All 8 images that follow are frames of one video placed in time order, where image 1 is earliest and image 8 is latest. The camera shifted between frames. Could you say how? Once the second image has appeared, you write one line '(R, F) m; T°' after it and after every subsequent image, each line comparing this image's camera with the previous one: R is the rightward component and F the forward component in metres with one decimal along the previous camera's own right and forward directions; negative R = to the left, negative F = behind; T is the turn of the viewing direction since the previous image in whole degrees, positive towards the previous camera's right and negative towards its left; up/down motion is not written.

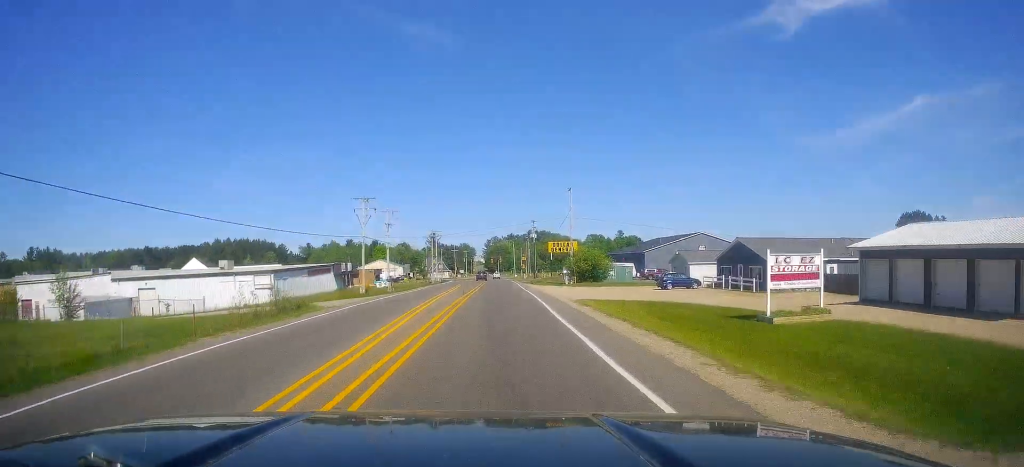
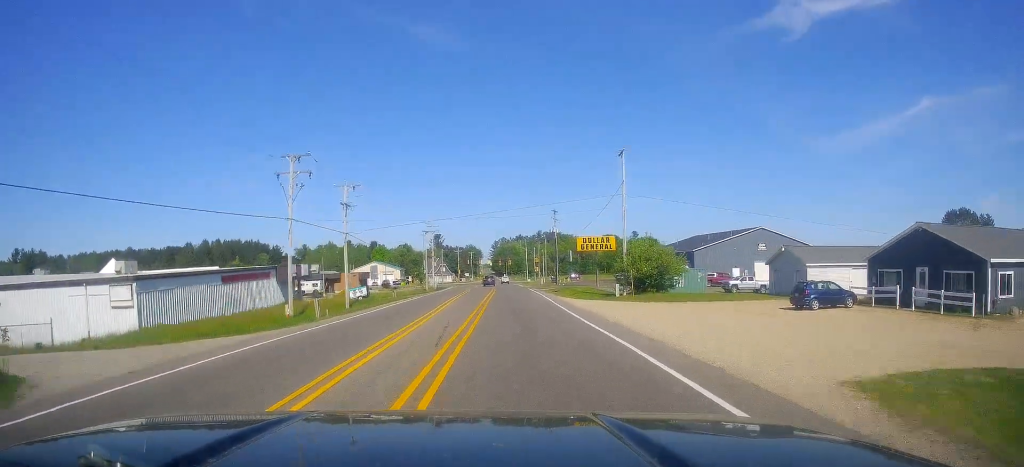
(0.0, +24.5) m; 0°
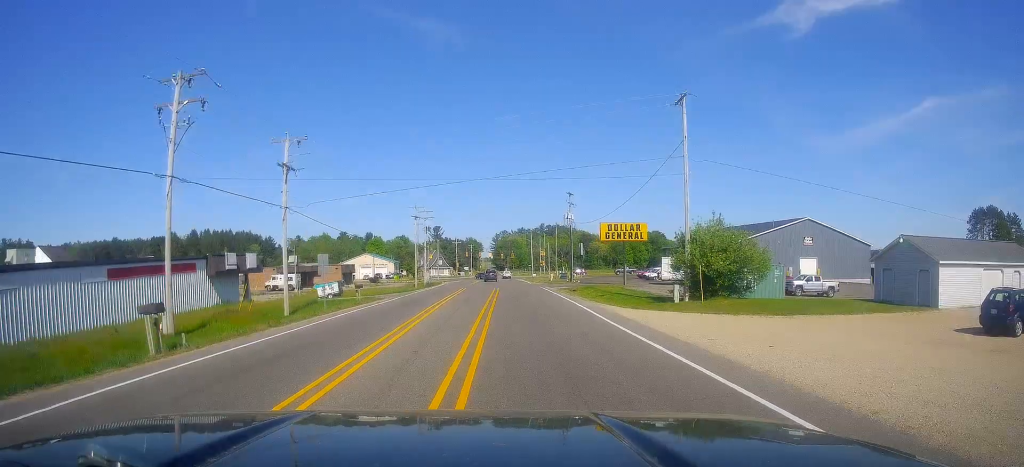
(0.0, +14.7) m; 0°
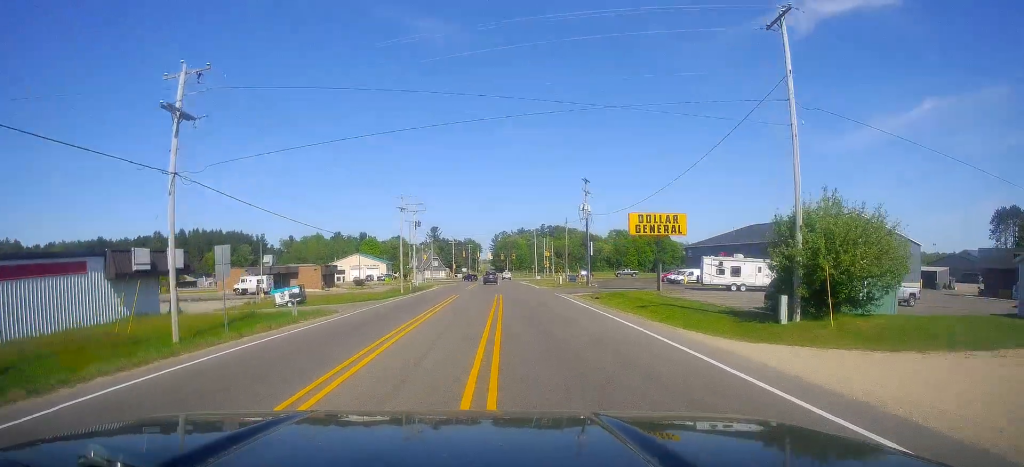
(-0.1, +12.1) m; +1°
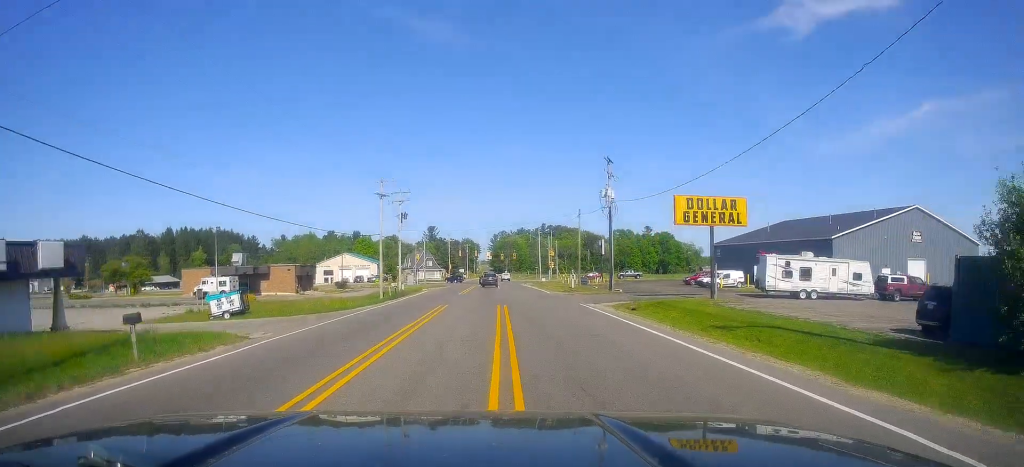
(+0.2, +11.5) m; 0°
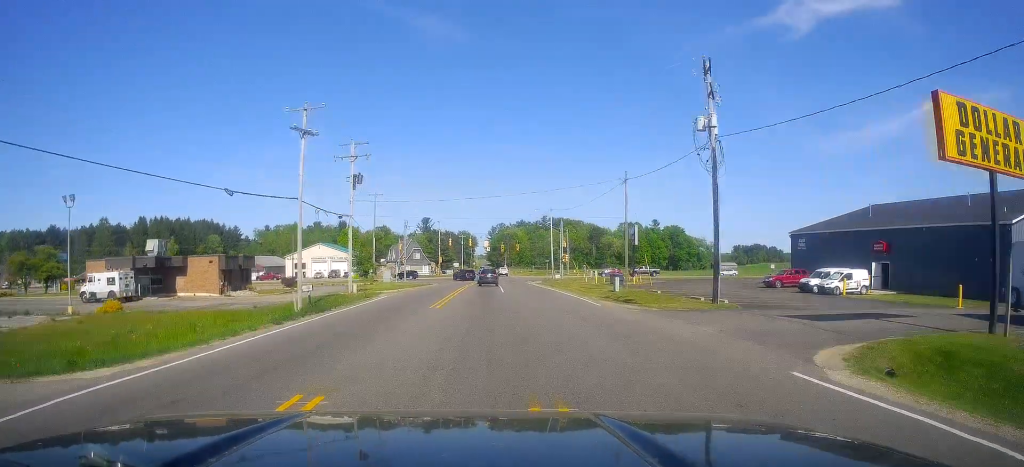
(0.0, +22.6) m; -1°
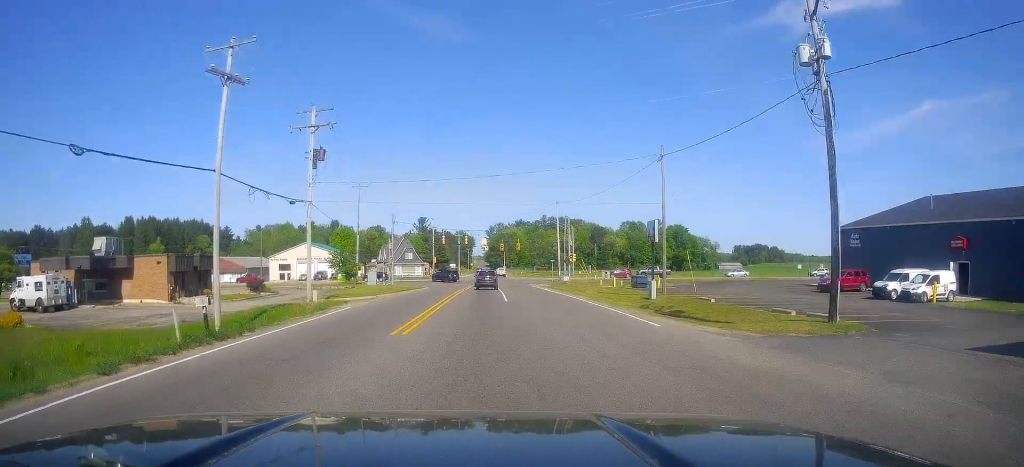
(-0.1, +9.6) m; 0°
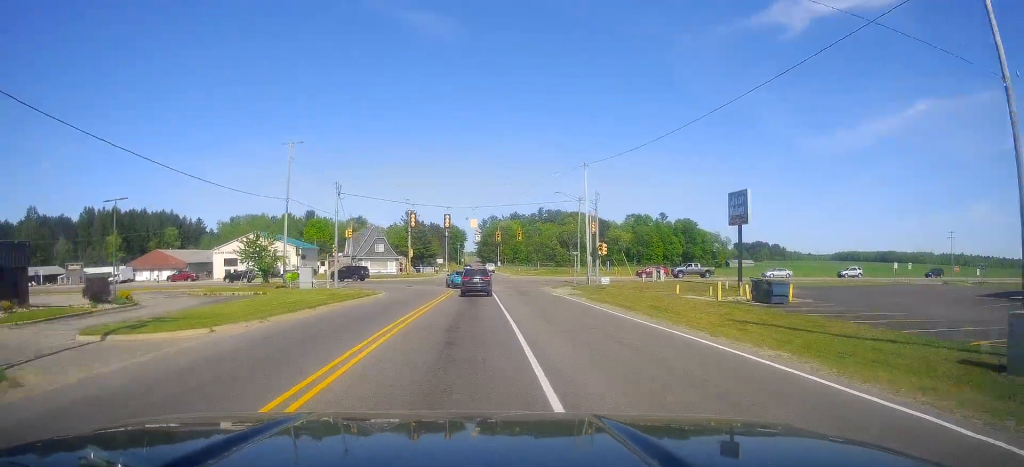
(+0.5, +24.8) m; +2°
